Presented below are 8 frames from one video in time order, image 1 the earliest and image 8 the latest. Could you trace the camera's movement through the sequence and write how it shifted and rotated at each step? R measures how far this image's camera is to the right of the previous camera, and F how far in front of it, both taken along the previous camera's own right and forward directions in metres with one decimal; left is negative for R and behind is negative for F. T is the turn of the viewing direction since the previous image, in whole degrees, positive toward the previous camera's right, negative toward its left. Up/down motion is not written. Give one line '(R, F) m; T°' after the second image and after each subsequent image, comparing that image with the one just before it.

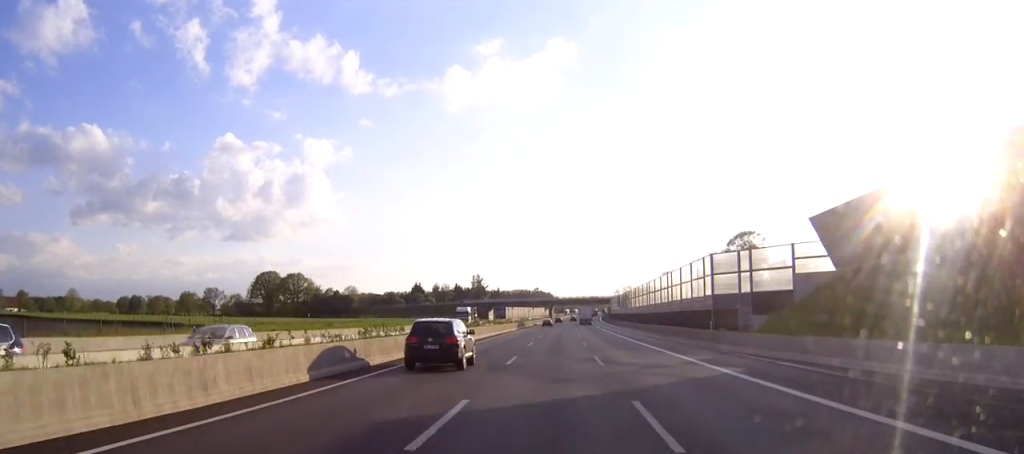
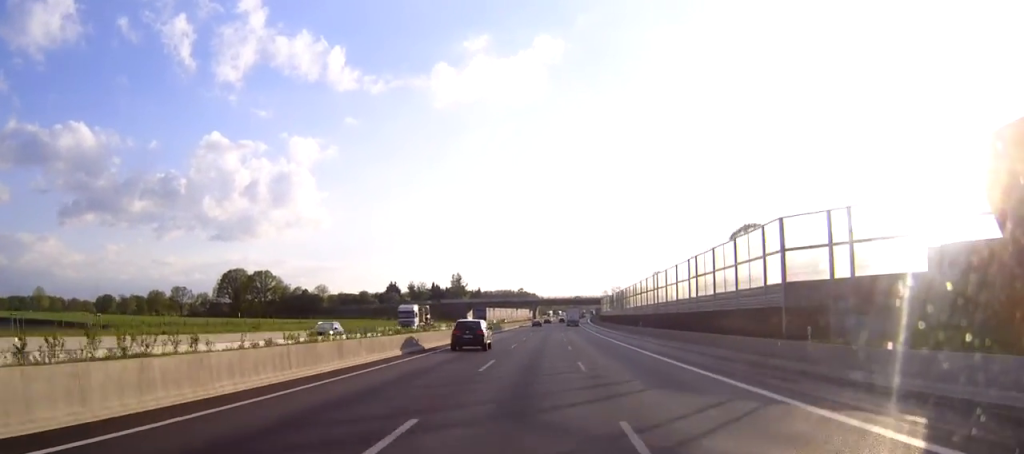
(+0.1, +20.8) m; 0°
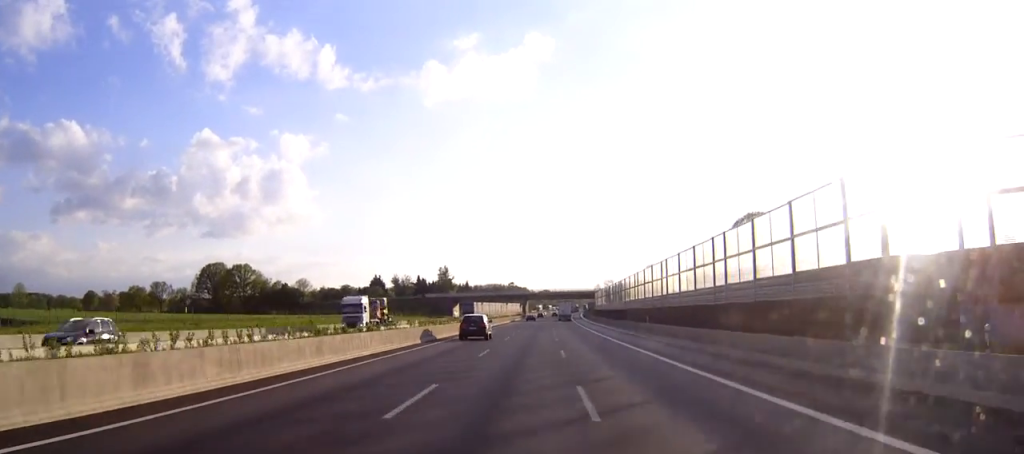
(0.0, +12.3) m; 0°
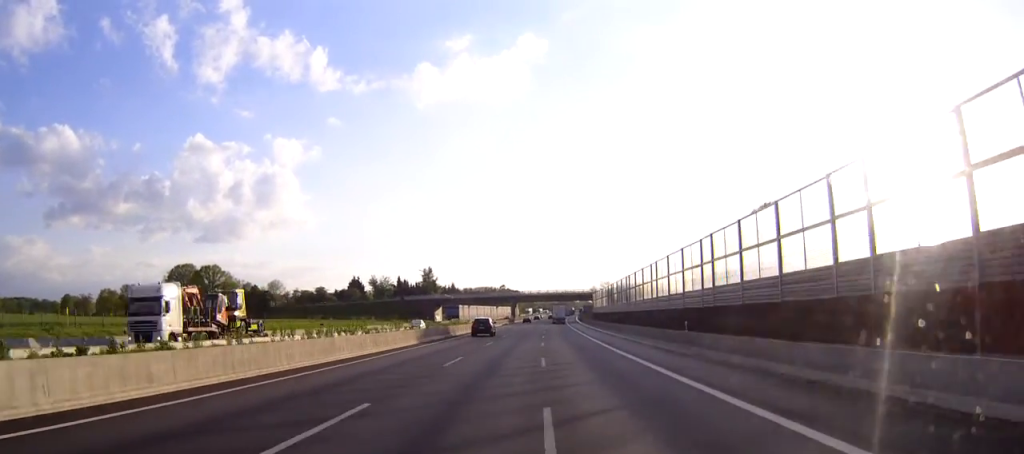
(+0.1, +21.8) m; 0°
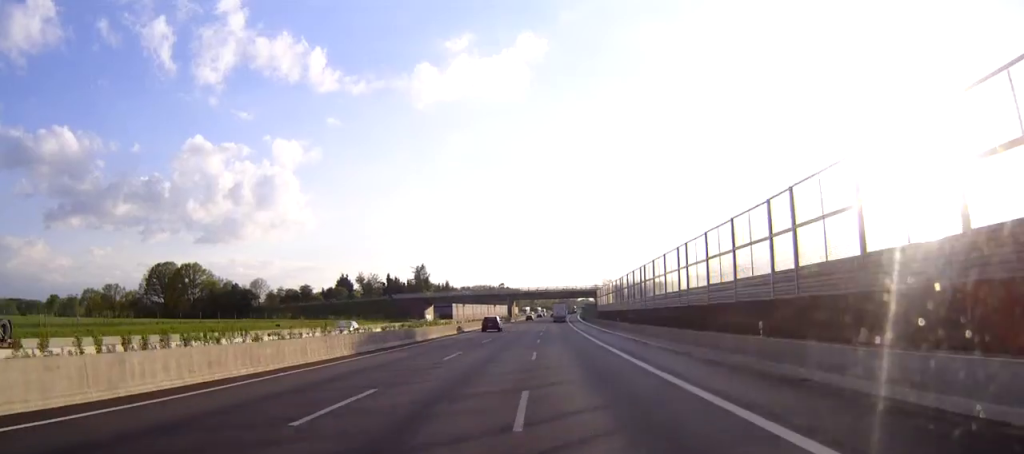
(0.0, +15.3) m; 0°
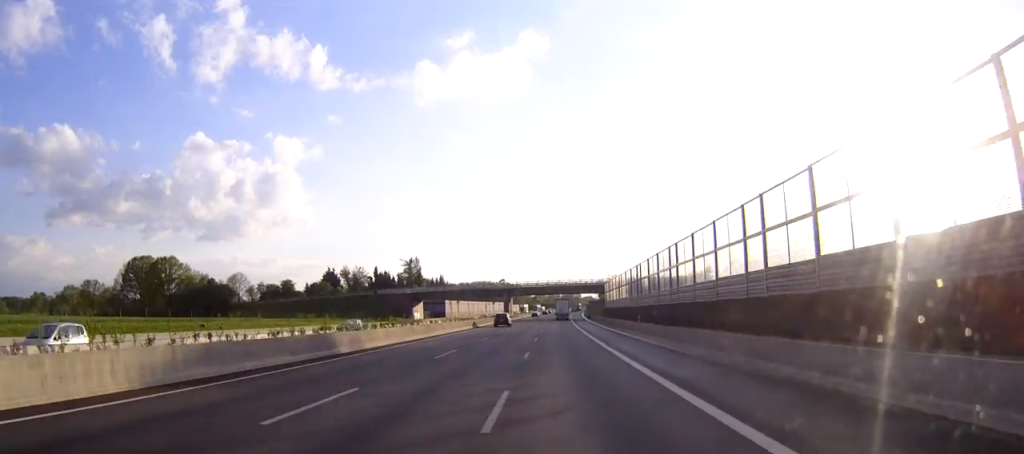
(0.0, +18.1) m; 0°
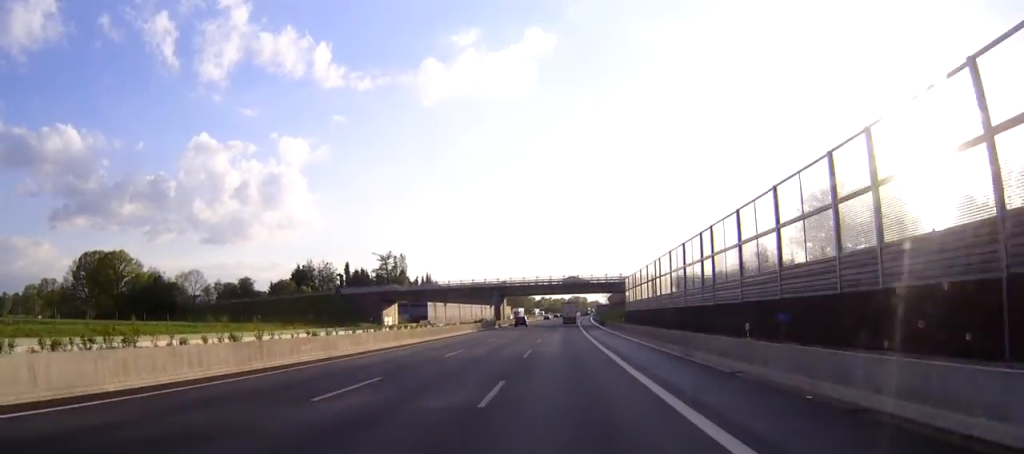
(-0.2, +32.5) m; 0°
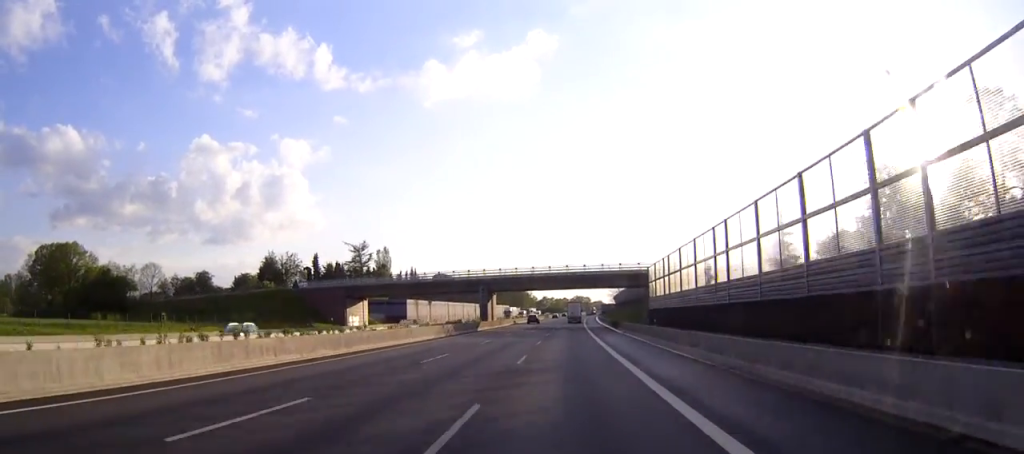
(0.0, +23.9) m; 0°
